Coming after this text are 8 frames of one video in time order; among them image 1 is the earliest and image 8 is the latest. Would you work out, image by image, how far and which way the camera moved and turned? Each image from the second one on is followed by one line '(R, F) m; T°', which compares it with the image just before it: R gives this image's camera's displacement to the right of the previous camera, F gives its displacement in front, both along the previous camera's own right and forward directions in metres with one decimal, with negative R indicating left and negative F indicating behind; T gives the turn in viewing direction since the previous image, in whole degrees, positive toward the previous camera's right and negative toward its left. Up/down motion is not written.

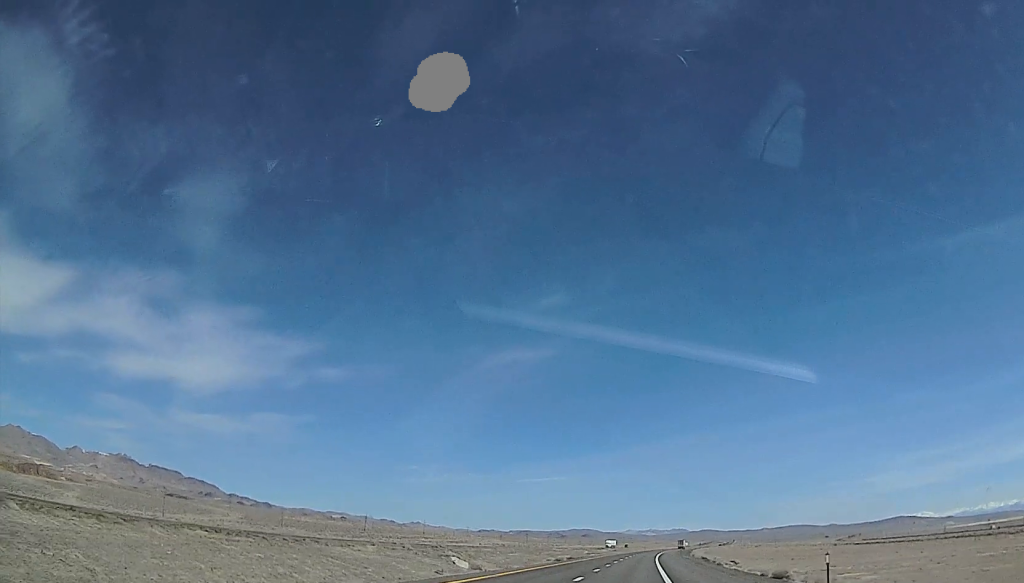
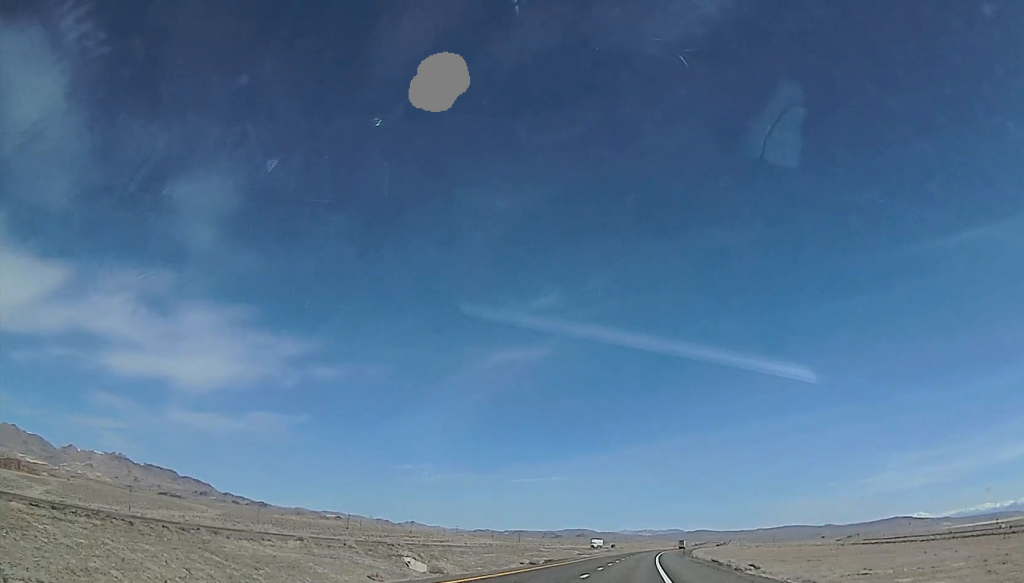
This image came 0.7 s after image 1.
(+0.8, +21.2) m; 0°
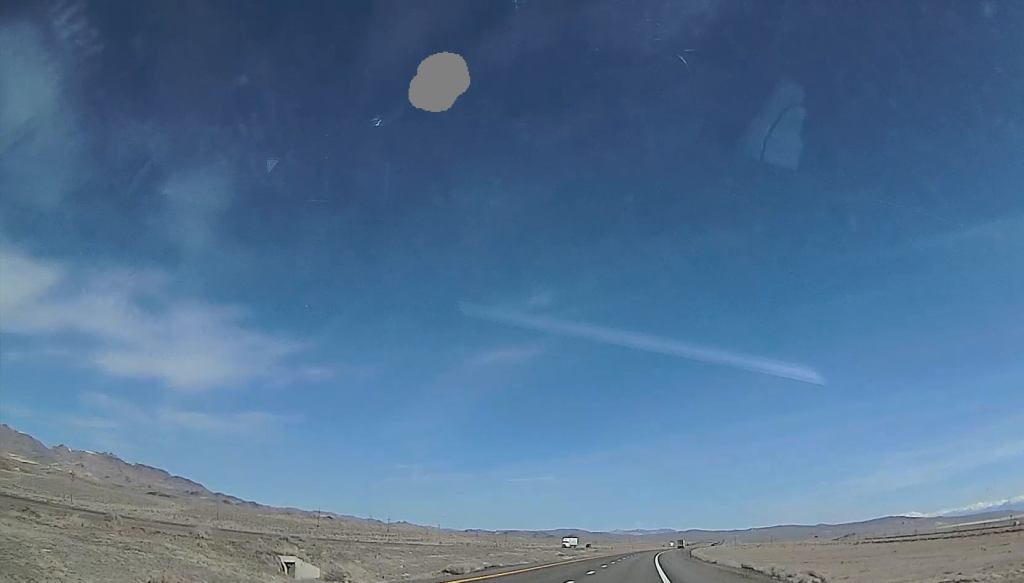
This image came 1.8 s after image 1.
(-0.6, +31.8) m; 0°
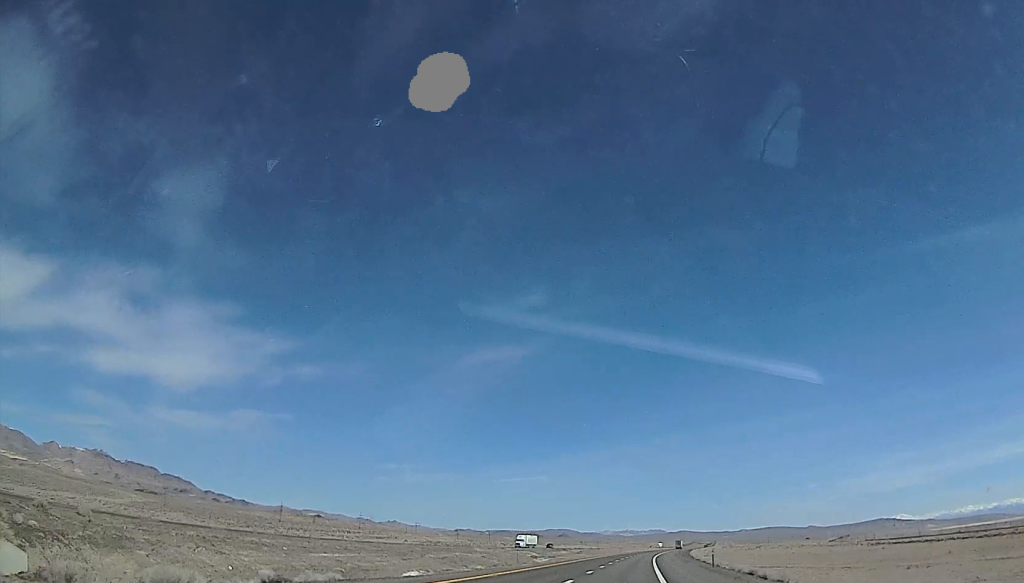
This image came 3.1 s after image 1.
(+0.9, +35.7) m; 0°
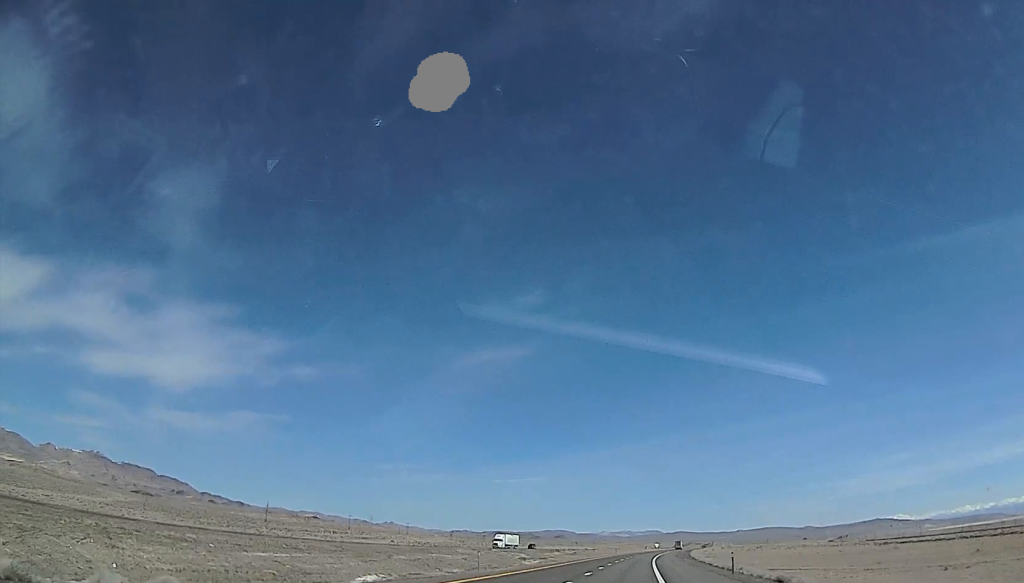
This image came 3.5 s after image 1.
(-0.5, +12.6) m; 0°
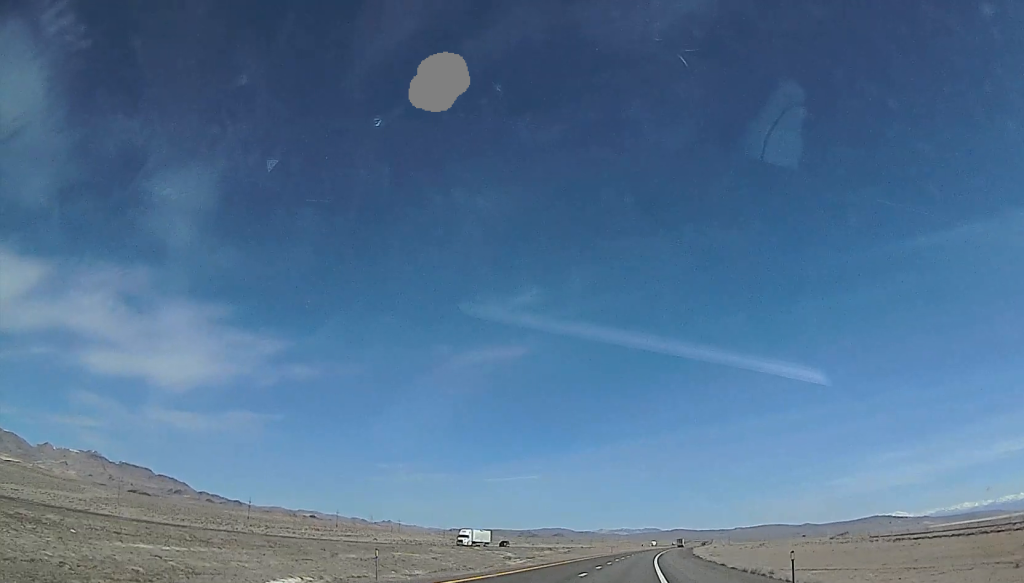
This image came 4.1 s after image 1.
(-0.6, +16.4) m; 0°
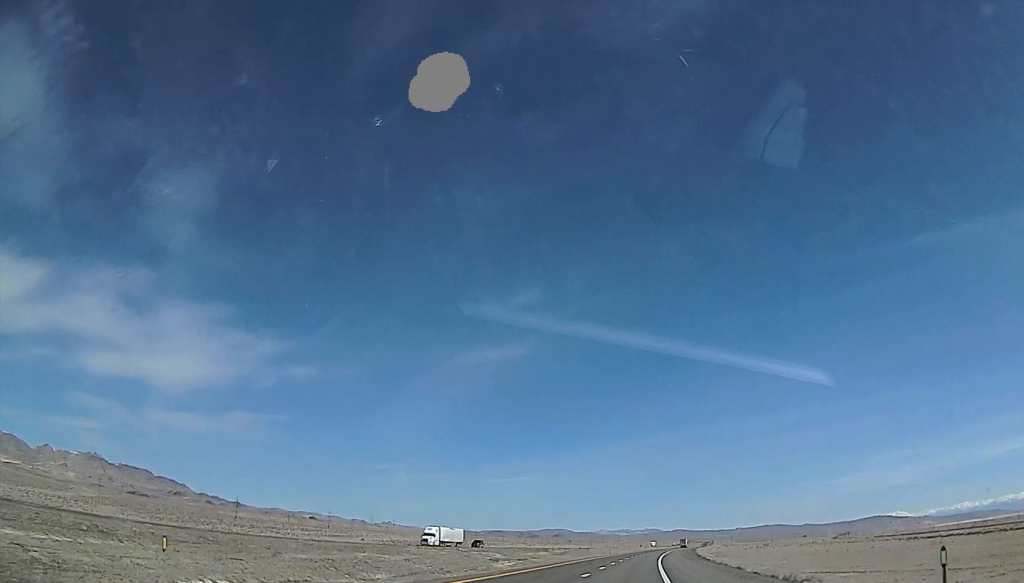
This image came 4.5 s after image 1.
(+0.5, +12.6) m; +1°
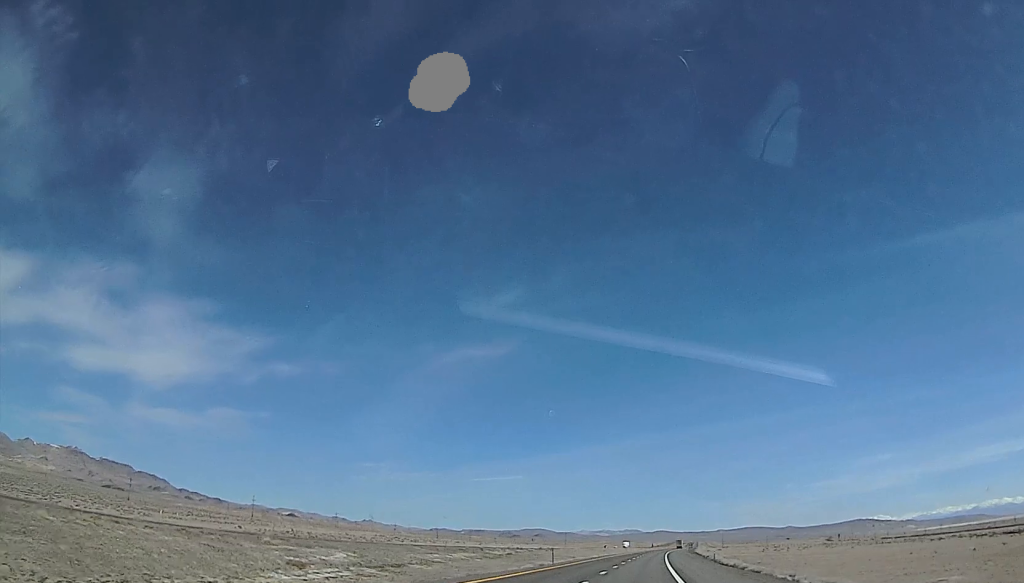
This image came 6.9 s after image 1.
(+2.3, +70.1) m; +2°
